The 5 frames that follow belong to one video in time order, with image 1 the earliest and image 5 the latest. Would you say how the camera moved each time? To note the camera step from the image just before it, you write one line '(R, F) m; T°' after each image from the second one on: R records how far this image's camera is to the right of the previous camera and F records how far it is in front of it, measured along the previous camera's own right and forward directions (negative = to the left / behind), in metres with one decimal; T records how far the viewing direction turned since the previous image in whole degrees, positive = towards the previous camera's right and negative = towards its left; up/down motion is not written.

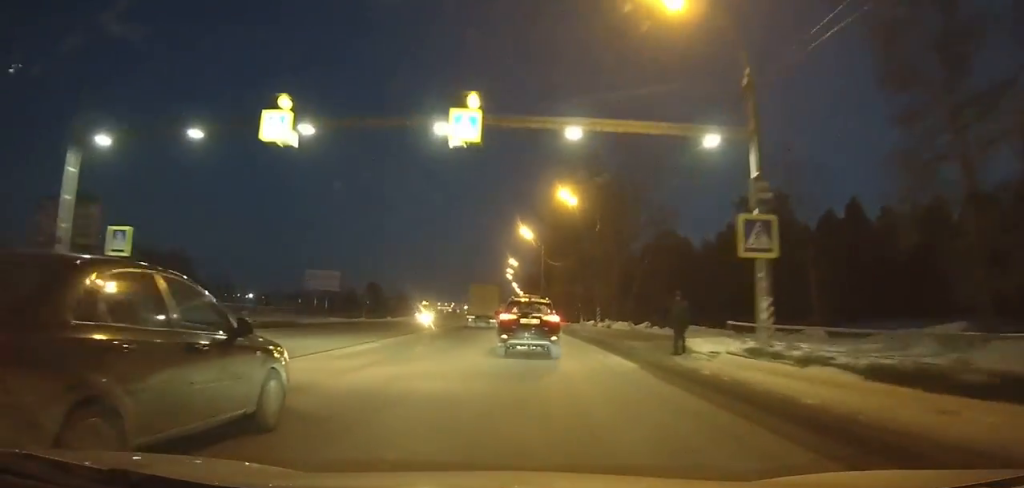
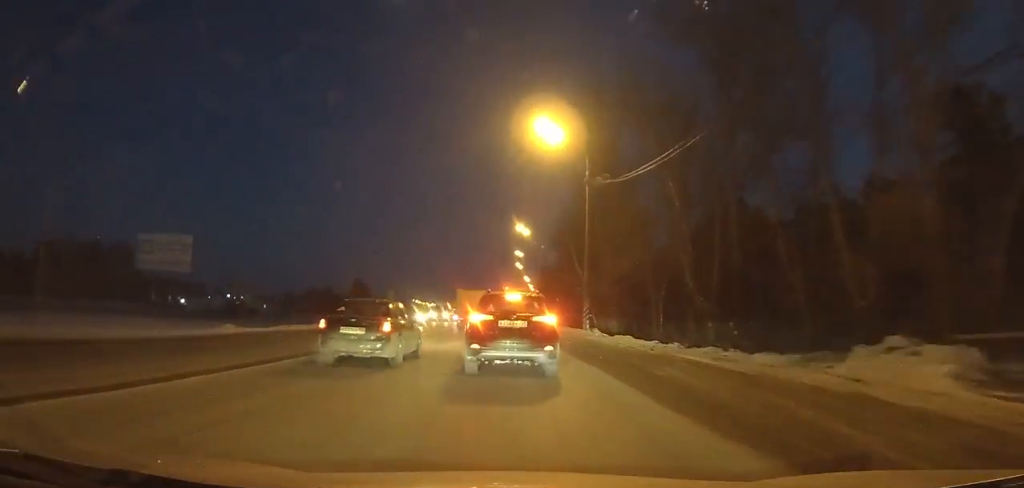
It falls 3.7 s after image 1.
(-0.9, +42.4) m; -2°
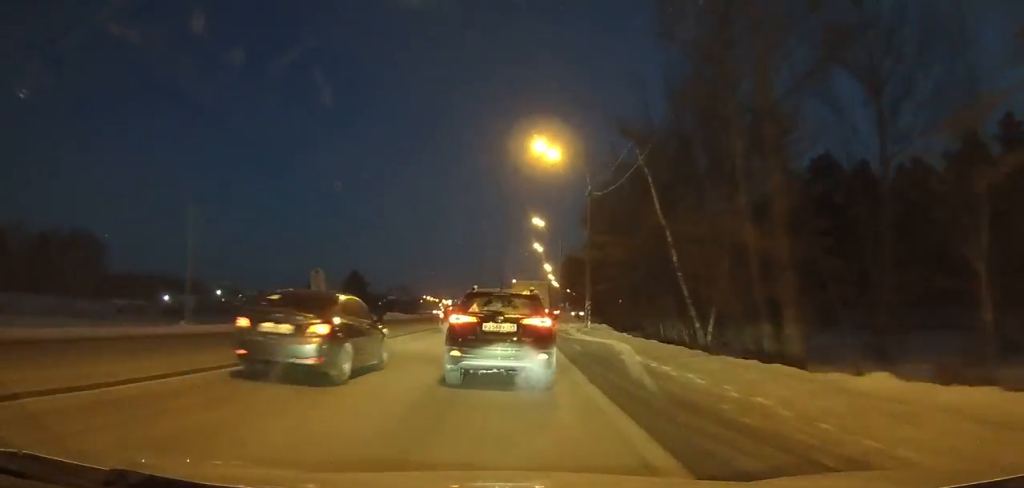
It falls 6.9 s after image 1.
(-0.4, +32.9) m; -1°
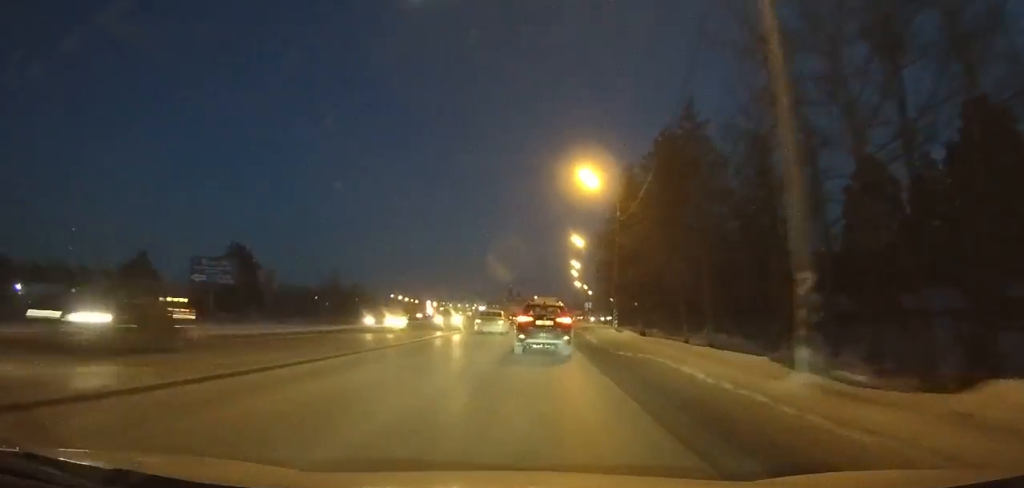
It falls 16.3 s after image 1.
(+0.2, +99.1) m; 0°
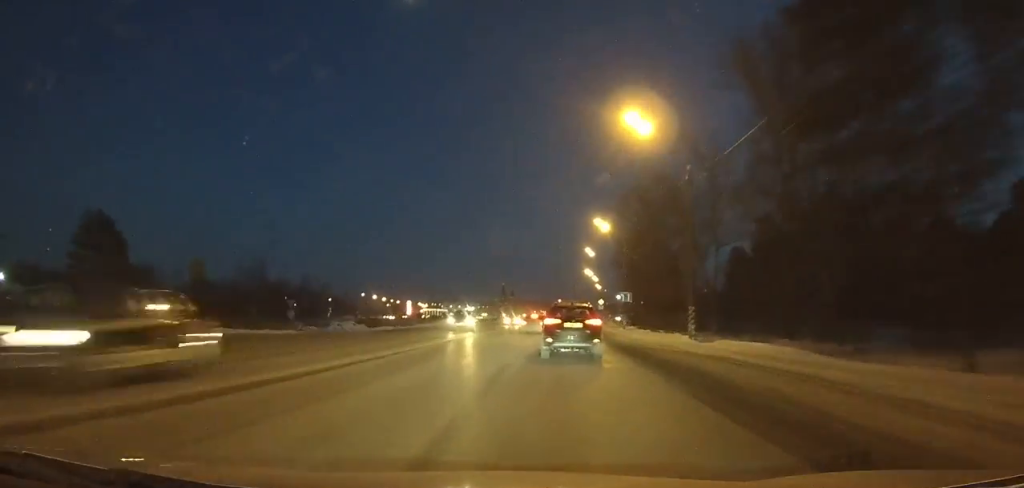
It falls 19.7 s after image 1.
(0.0, +44.7) m; +1°
